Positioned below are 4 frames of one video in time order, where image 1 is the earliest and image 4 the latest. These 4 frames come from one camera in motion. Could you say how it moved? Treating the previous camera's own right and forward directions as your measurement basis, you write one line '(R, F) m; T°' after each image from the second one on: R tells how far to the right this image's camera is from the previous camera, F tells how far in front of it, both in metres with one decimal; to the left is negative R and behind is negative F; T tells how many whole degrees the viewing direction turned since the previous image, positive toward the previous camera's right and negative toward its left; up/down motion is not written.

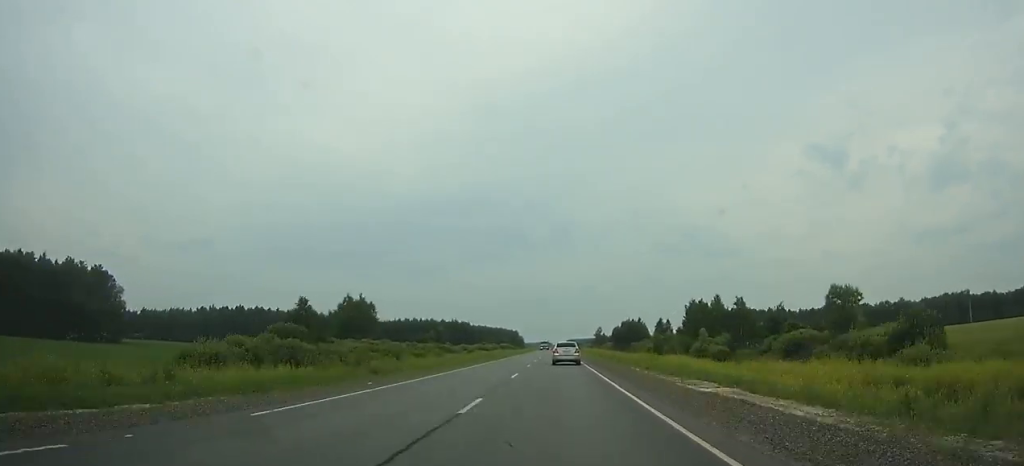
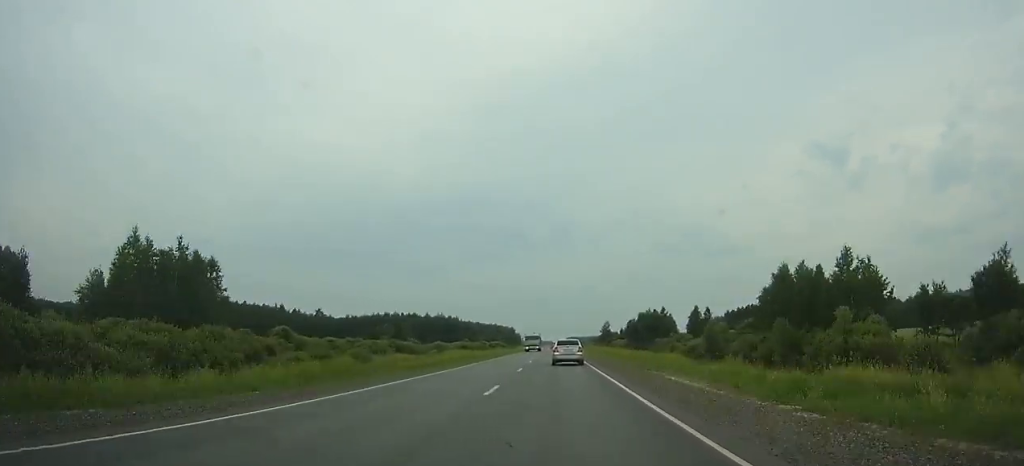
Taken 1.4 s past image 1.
(0.0, +43.9) m; 0°
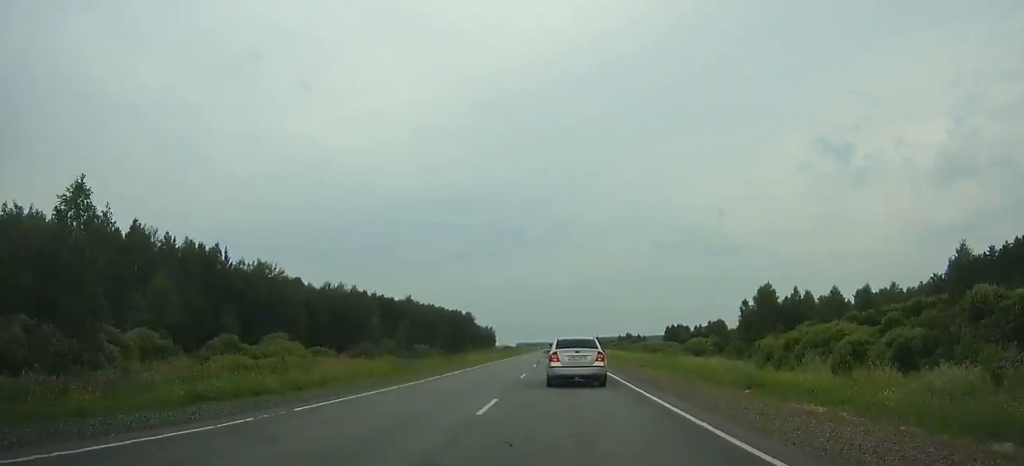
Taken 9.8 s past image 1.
(-0.2, +256.9) m; 0°
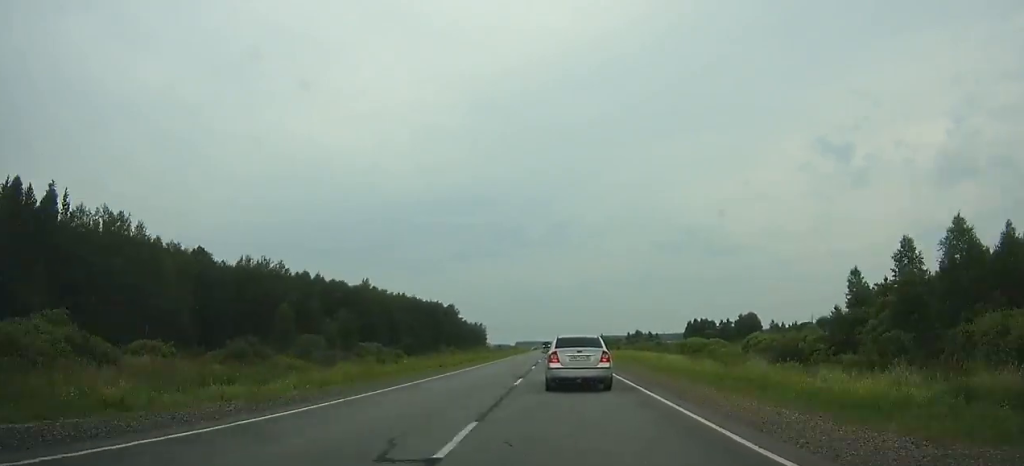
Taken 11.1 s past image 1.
(0.0, +41.3) m; 0°
